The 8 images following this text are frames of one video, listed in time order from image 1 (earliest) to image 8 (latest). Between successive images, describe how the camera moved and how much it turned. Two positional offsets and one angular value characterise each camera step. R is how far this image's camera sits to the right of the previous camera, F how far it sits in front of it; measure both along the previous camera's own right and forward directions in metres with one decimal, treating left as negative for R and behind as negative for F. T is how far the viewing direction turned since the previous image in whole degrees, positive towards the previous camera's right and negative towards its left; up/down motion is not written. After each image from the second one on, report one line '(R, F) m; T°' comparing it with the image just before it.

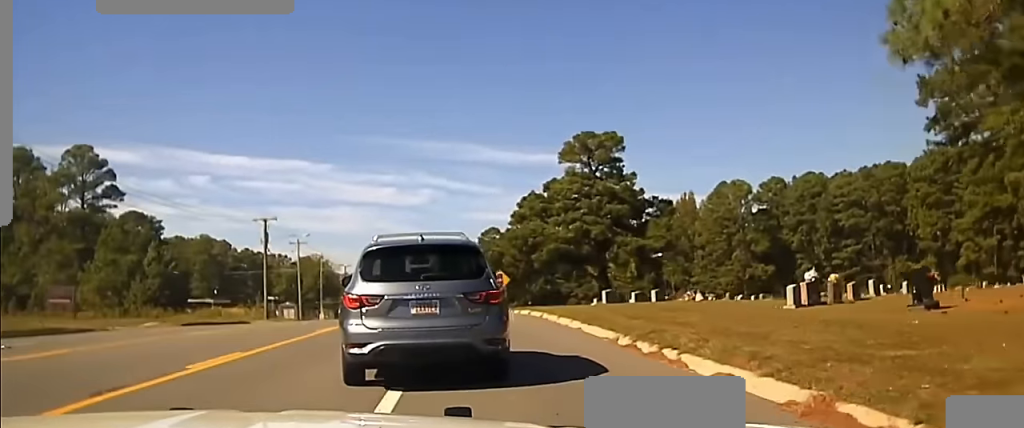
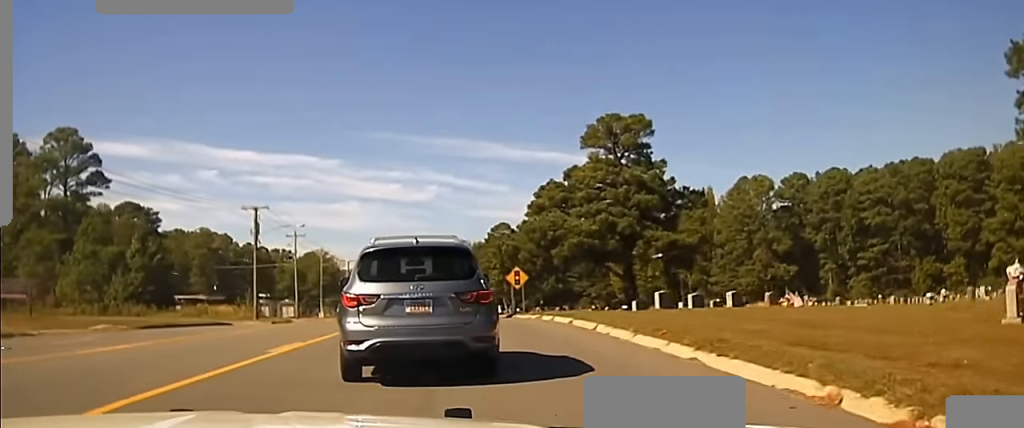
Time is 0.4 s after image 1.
(0.0, +7.9) m; 0°
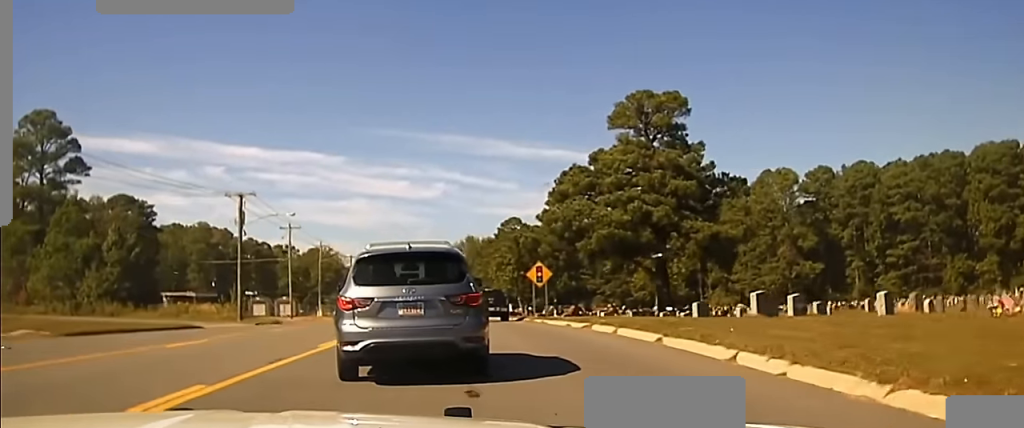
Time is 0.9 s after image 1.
(0.0, +9.5) m; 0°
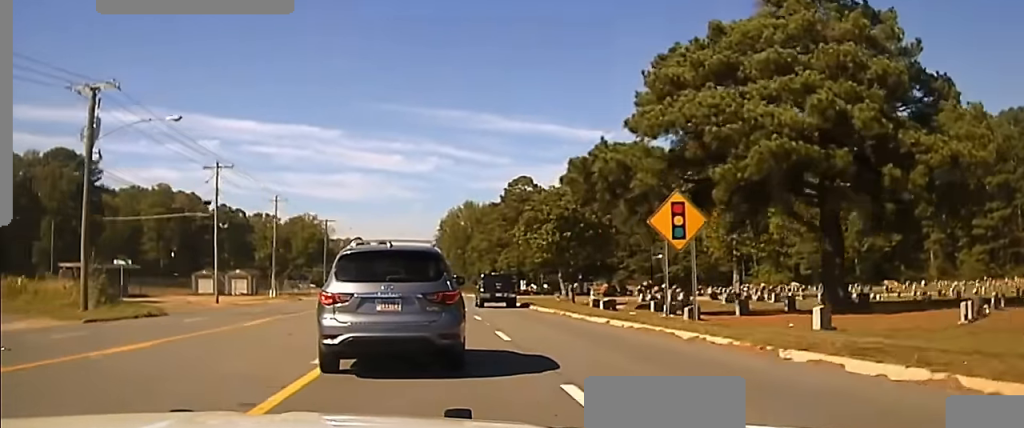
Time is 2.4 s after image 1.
(+0.2, +27.2) m; +1°
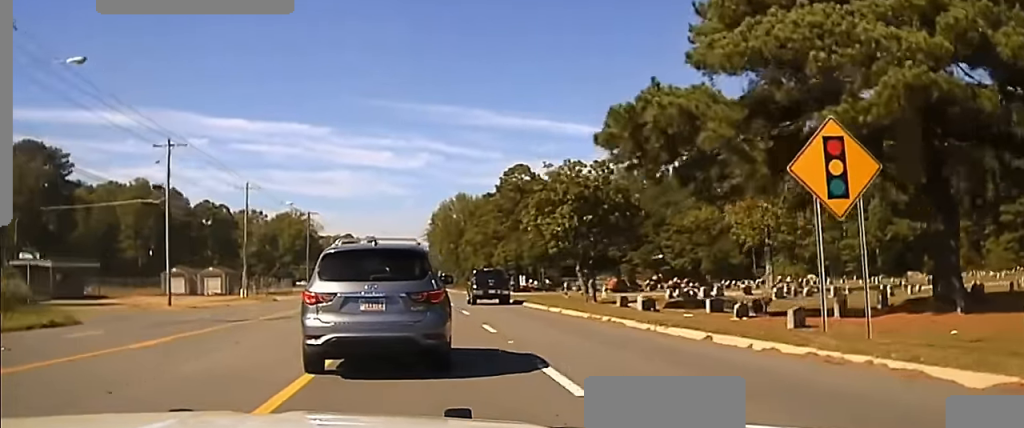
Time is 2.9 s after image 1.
(+0.1, +8.8) m; 0°
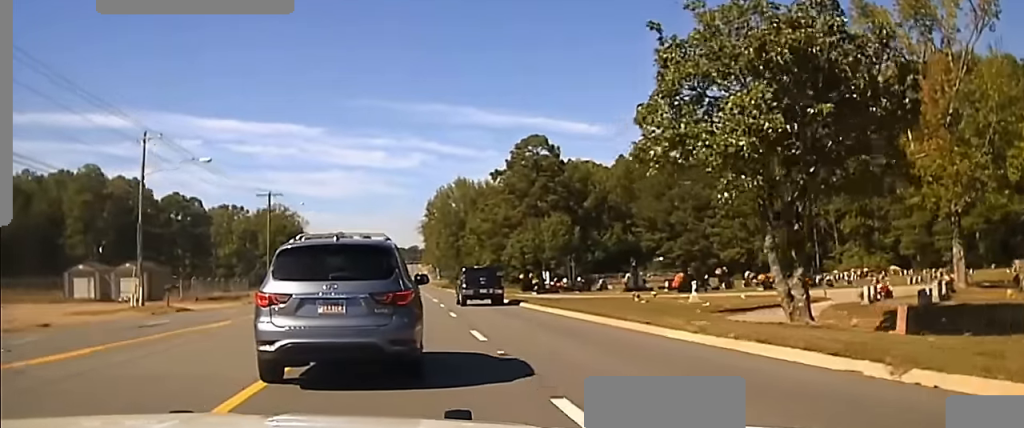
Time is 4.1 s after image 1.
(+0.1, +26.1) m; 0°
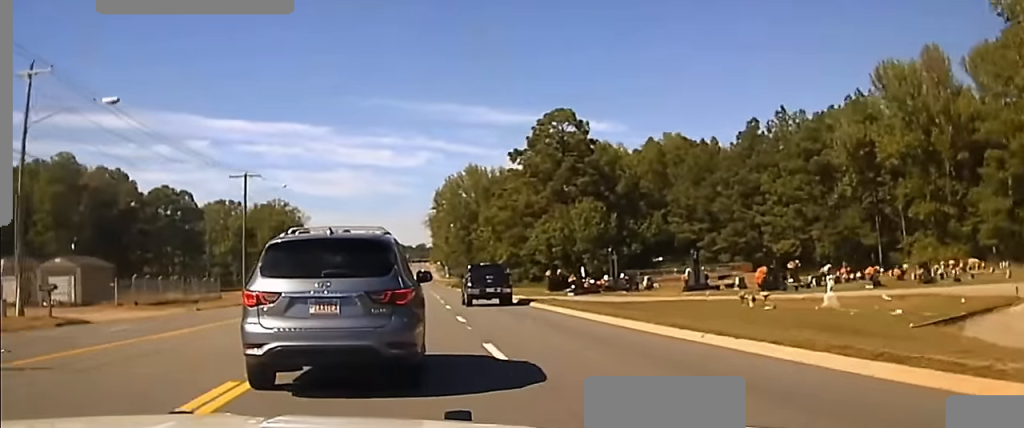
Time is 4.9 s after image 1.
(0.0, +18.4) m; -1°
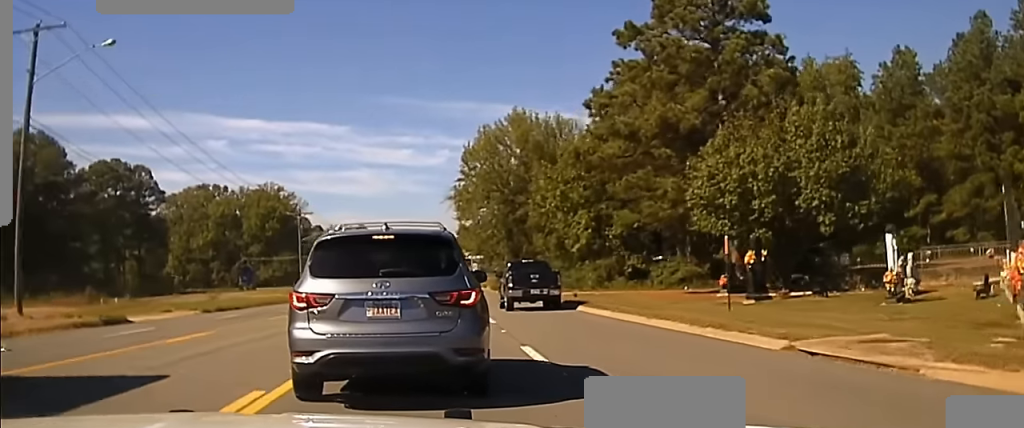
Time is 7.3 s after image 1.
(-1.2, +55.3) m; -2°
